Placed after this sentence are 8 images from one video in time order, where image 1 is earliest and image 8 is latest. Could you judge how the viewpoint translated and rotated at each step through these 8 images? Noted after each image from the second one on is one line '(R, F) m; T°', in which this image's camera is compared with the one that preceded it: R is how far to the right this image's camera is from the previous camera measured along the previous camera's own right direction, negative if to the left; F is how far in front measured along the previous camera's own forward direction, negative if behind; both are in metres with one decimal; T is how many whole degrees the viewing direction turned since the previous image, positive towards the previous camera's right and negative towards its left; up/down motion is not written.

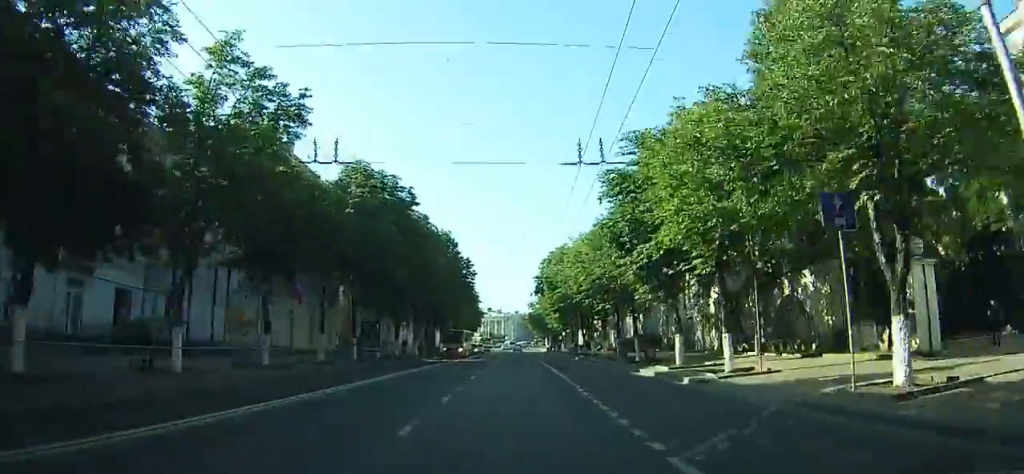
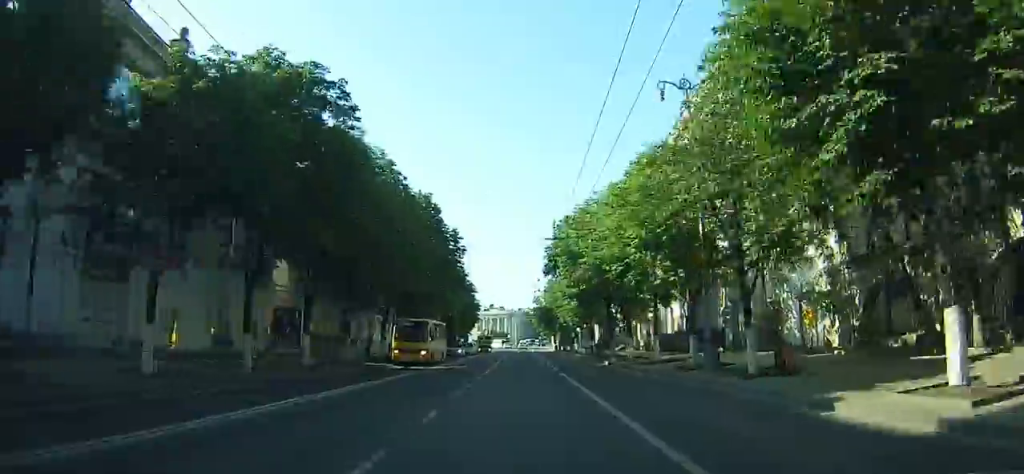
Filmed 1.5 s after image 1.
(-0.1, +14.5) m; 0°
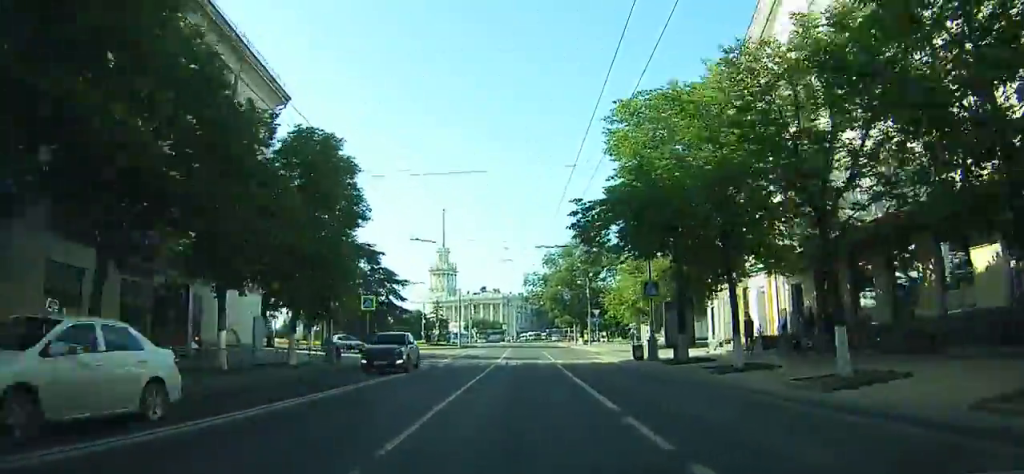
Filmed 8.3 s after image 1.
(+0.1, +63.8) m; 0°
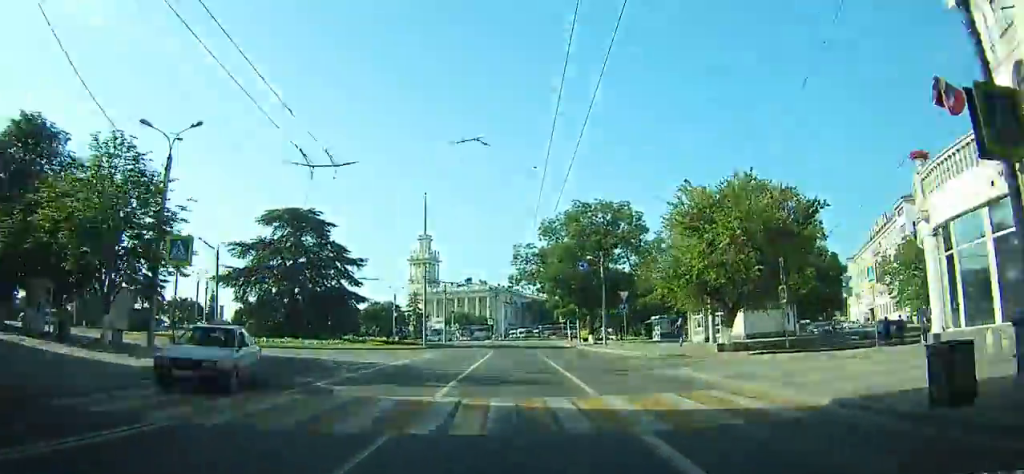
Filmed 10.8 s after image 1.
(-0.1, +20.7) m; -2°
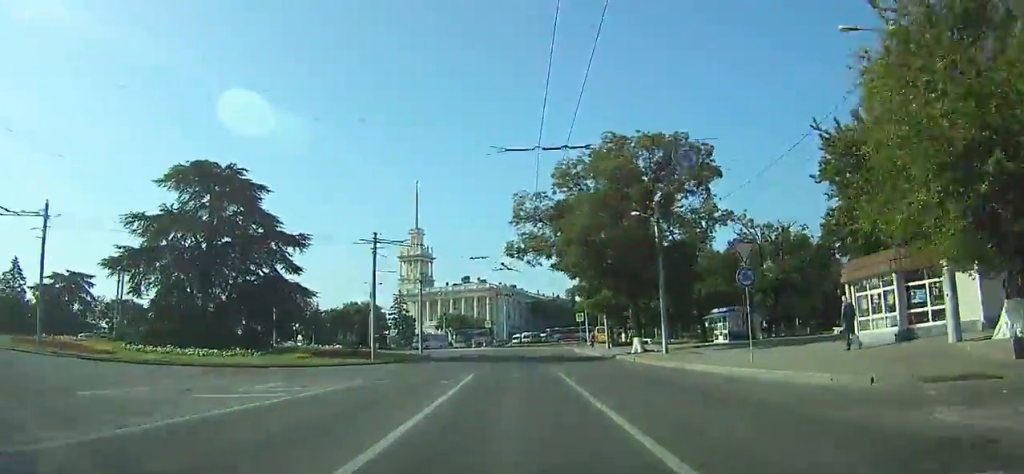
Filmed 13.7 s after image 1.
(-0.4, +21.8) m; -2°
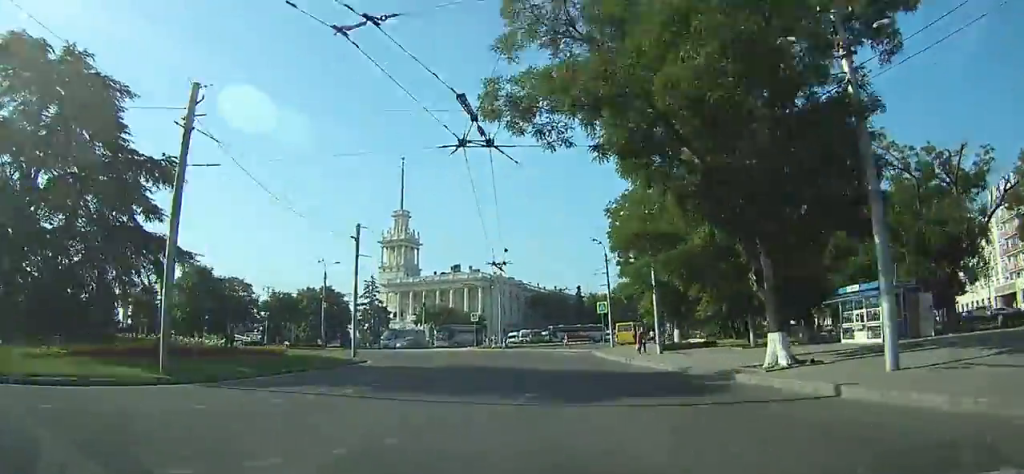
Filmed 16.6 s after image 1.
(-0.7, +20.3) m; 0°
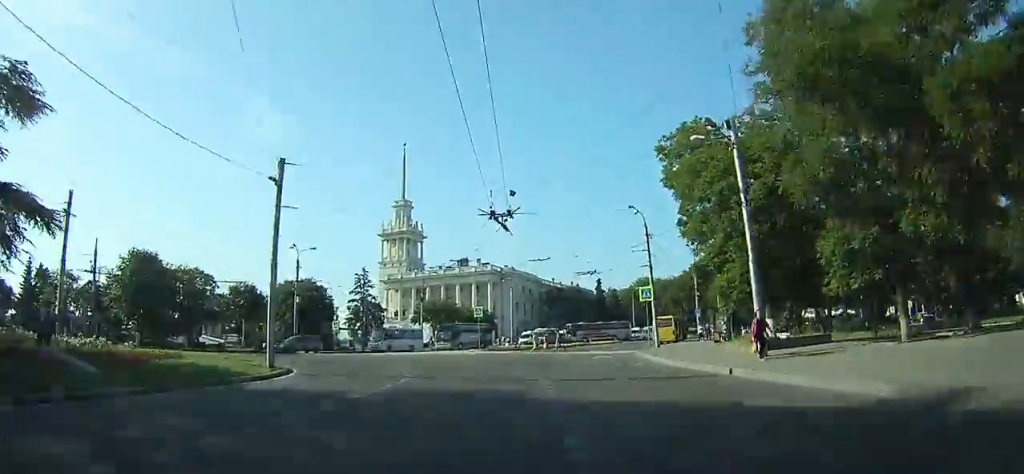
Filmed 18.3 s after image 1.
(+1.0, +11.5) m; 0°
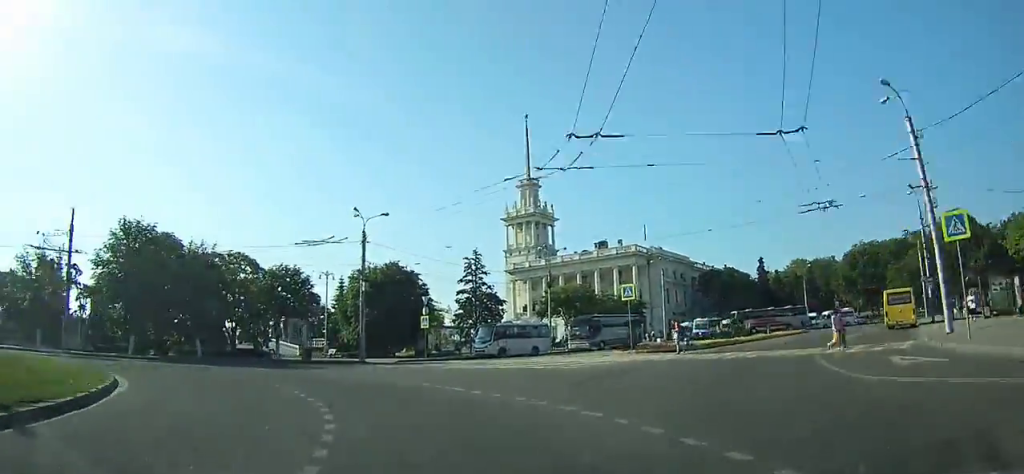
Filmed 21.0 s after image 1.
(-1.0, +17.6) m; -15°
